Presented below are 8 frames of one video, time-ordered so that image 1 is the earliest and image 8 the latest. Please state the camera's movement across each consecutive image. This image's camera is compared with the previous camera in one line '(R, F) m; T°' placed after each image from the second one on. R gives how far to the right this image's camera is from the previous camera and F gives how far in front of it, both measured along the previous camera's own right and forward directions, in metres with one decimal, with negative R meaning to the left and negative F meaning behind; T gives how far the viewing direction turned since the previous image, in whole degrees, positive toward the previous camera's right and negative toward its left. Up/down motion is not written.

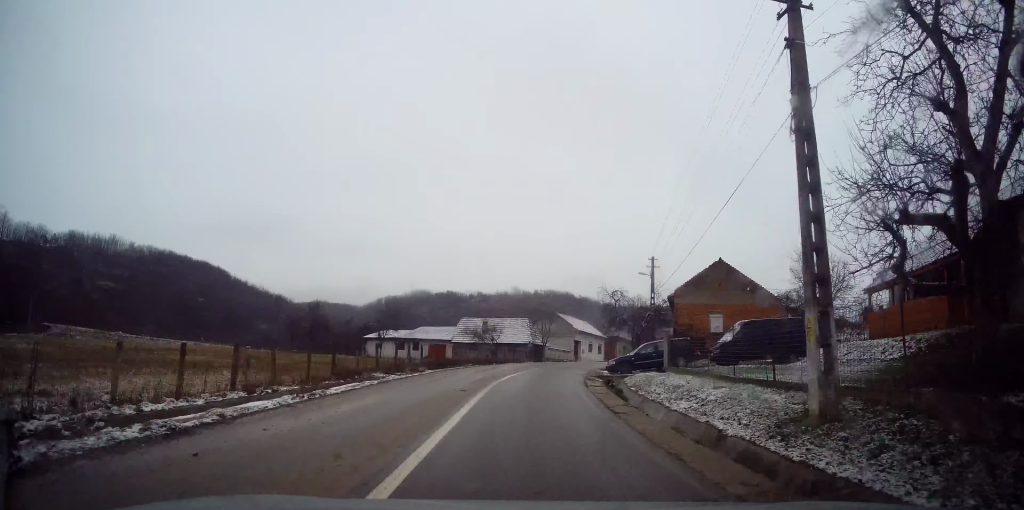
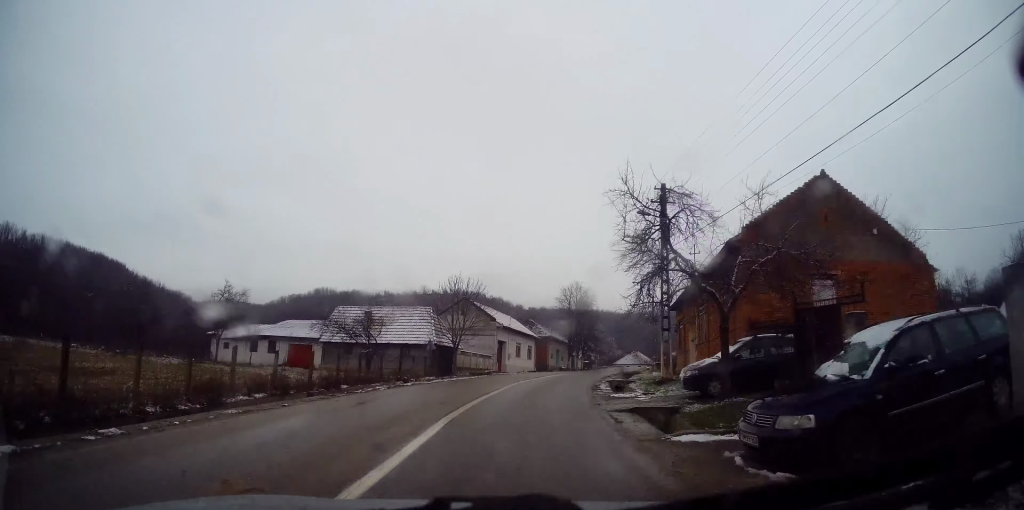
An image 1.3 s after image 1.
(+1.9, +21.1) m; +10°
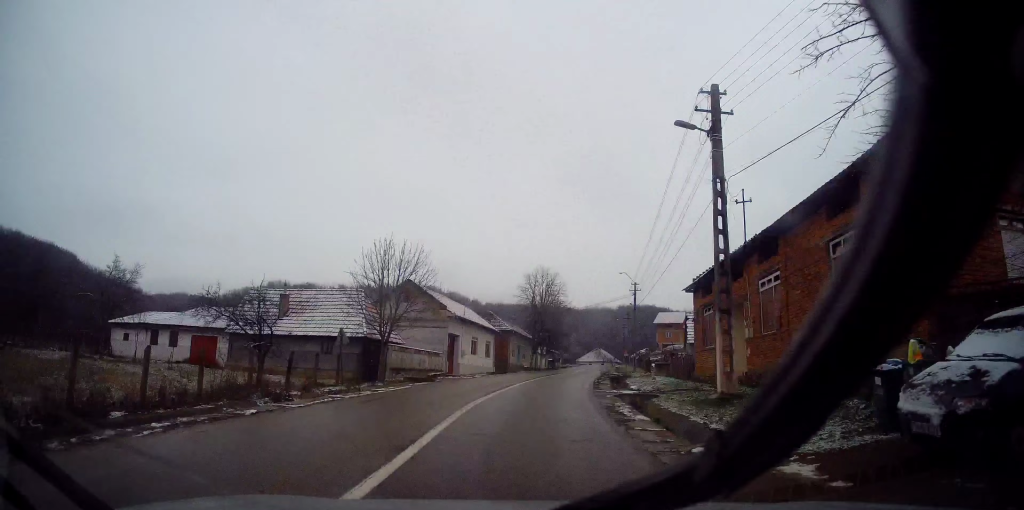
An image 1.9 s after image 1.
(+0.5, +9.7) m; +4°
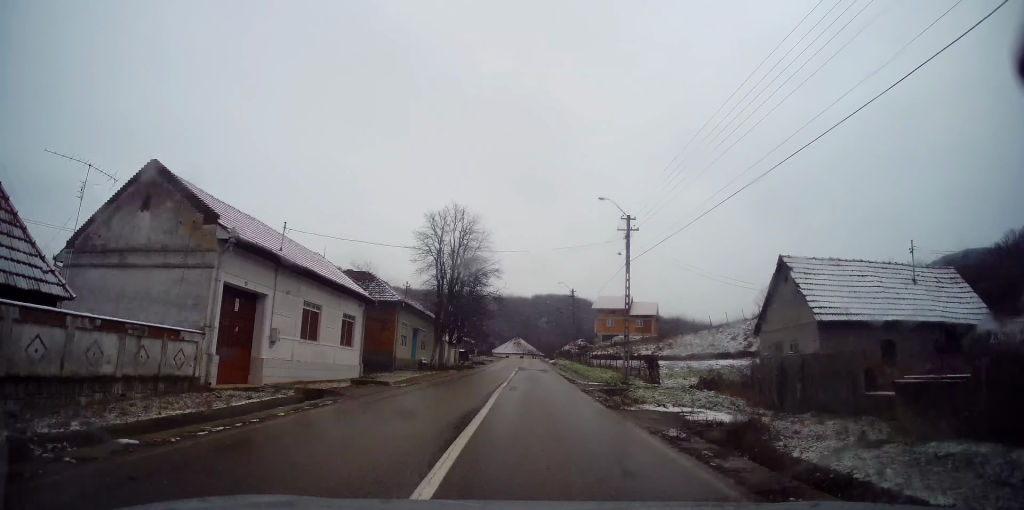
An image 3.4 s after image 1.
(+1.7, +24.2) m; +9°
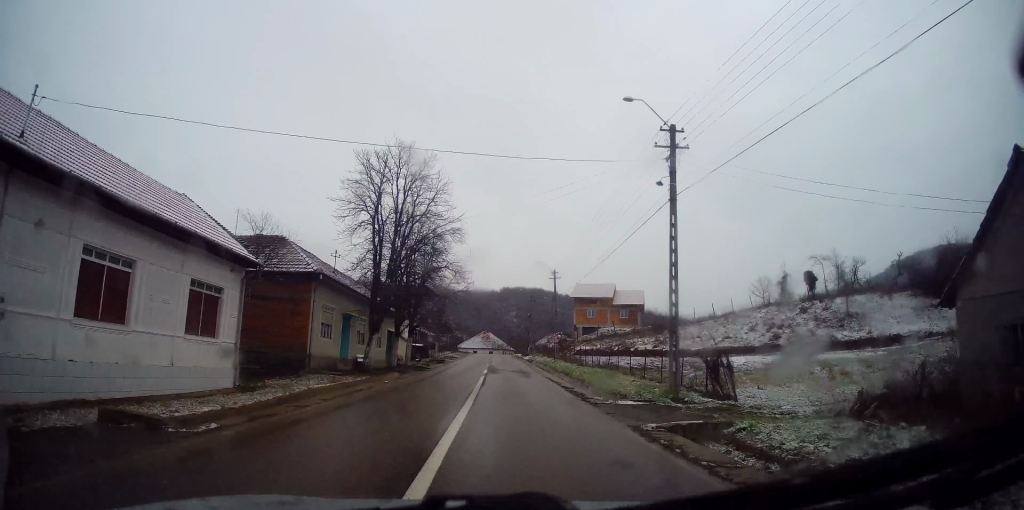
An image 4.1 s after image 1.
(+0.6, +11.3) m; +3°
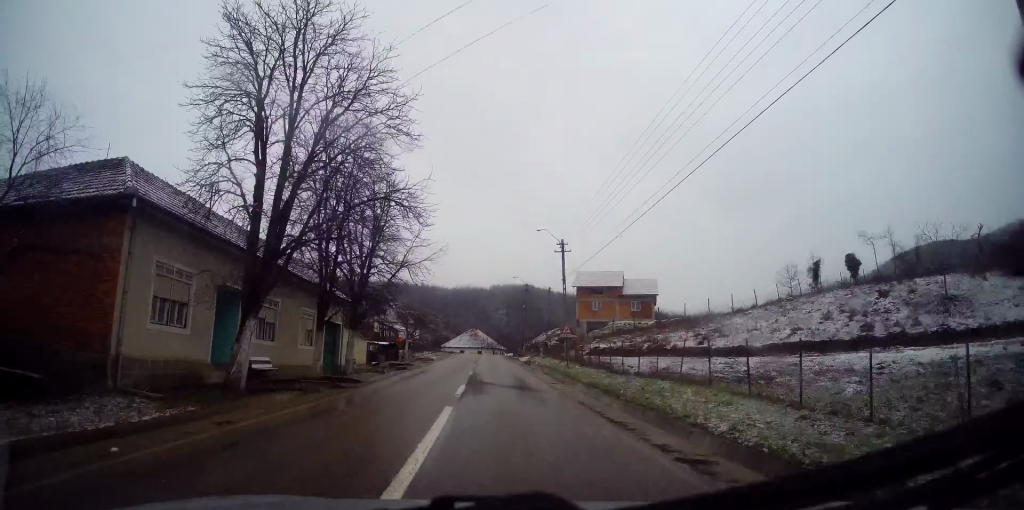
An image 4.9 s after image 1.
(+0.1, +12.7) m; 0°
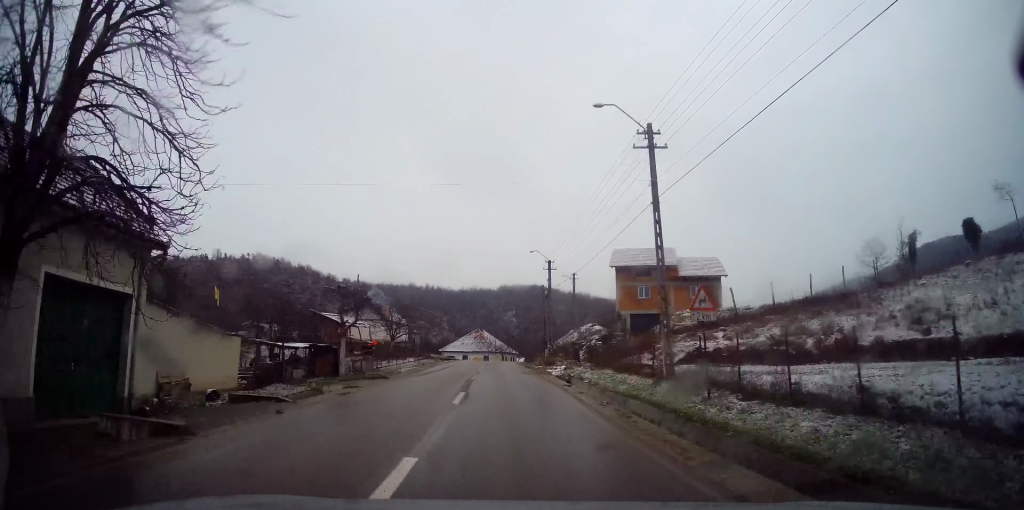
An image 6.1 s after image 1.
(0.0, +19.4) m; 0°
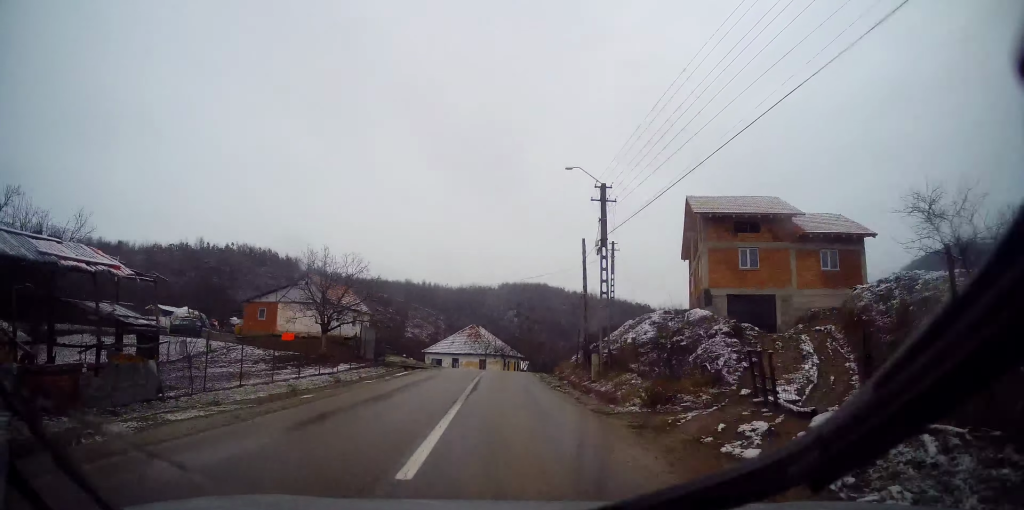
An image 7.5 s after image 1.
(+0.4, +21.8) m; +2°
